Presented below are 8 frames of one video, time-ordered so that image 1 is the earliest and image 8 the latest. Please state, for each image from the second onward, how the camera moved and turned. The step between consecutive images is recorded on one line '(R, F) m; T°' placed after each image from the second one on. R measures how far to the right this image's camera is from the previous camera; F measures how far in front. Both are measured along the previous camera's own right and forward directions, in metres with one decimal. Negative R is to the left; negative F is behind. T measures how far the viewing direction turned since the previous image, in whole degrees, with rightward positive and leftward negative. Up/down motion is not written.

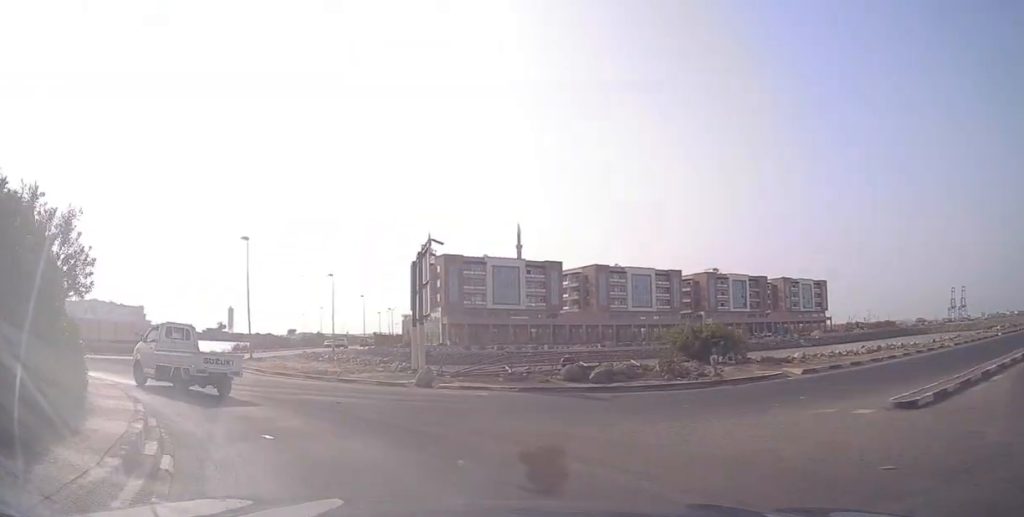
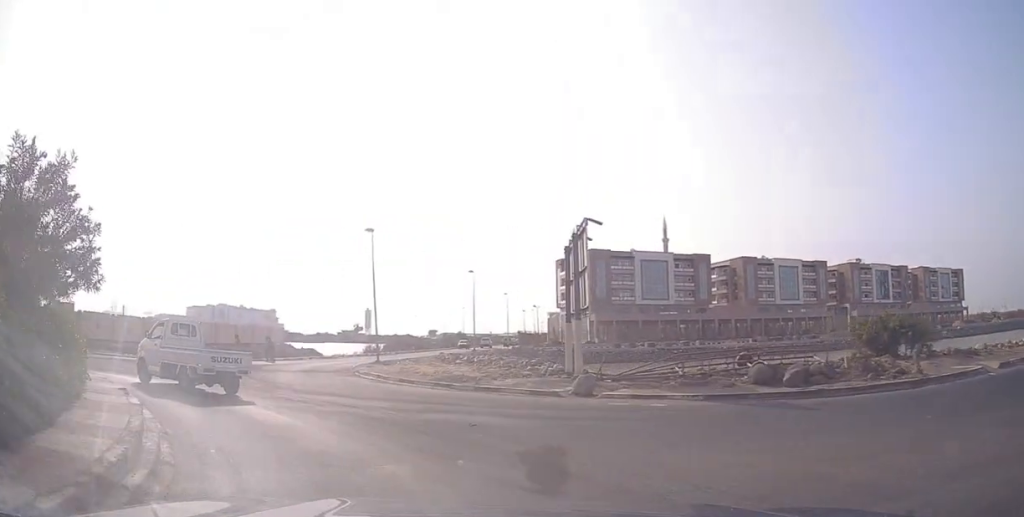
(-0.5, +3.5) m; -15°
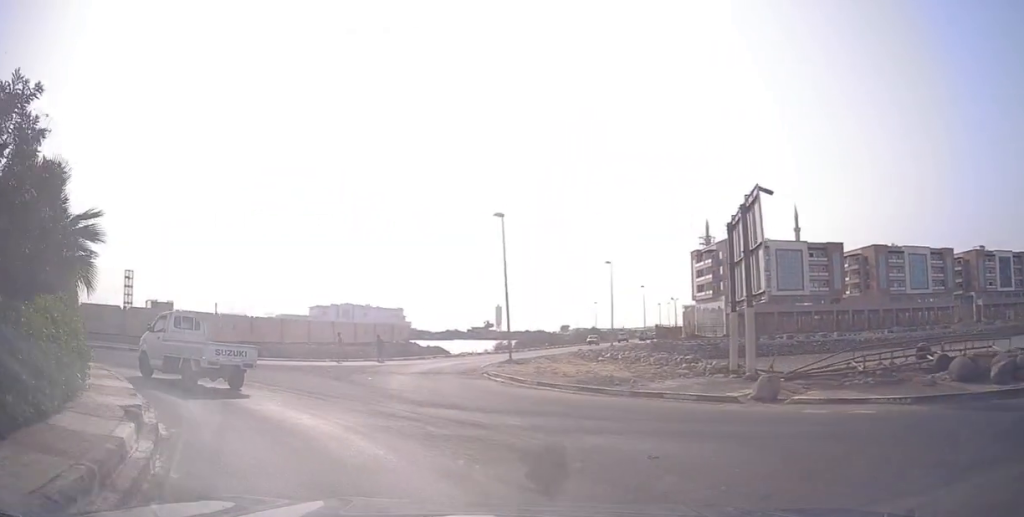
(0.0, +3.3) m; -12°
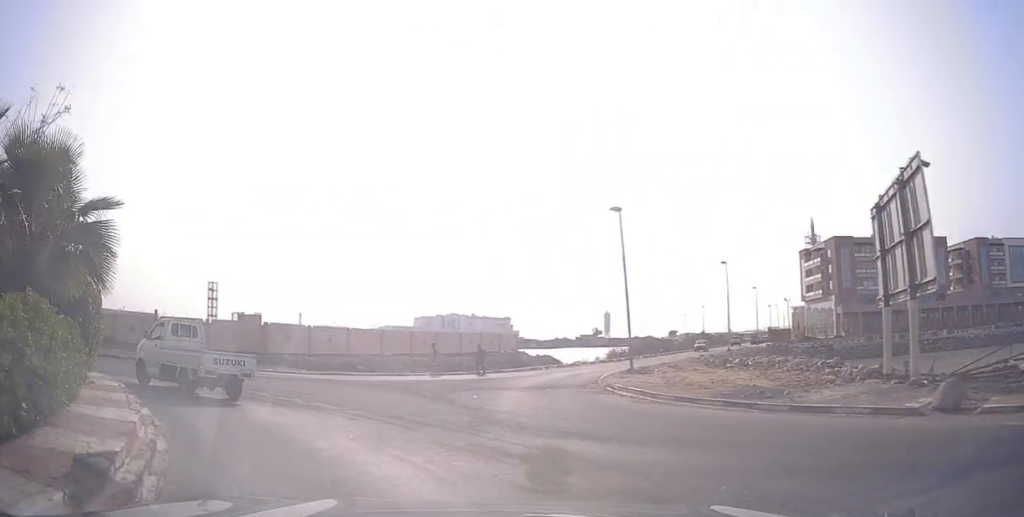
(-0.6, +2.9) m; -10°
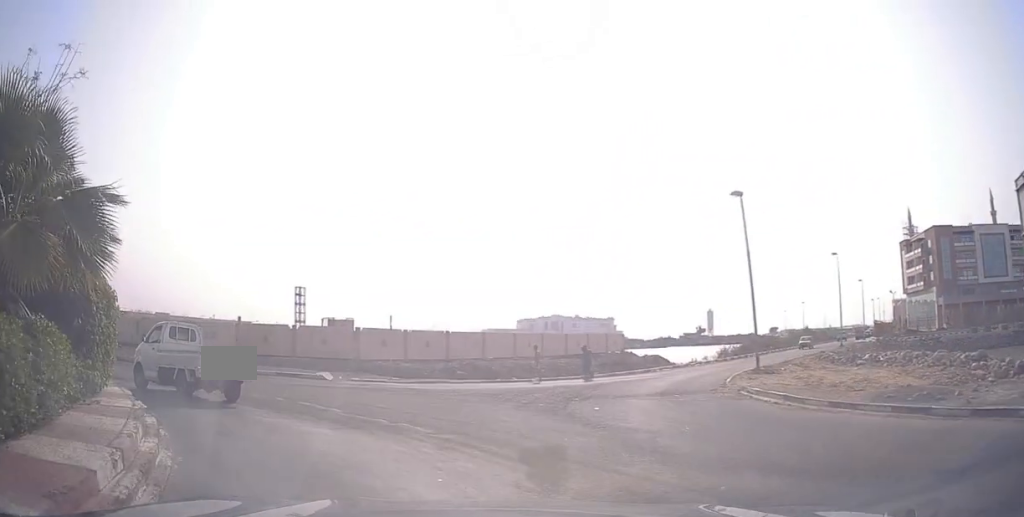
(-0.1, +2.7) m; -9°
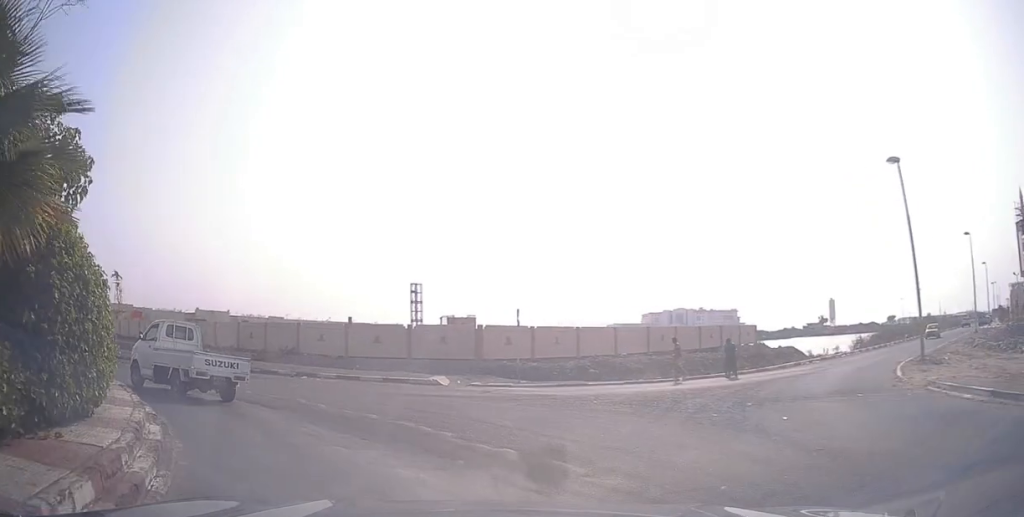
(-0.4, +3.9) m; -11°
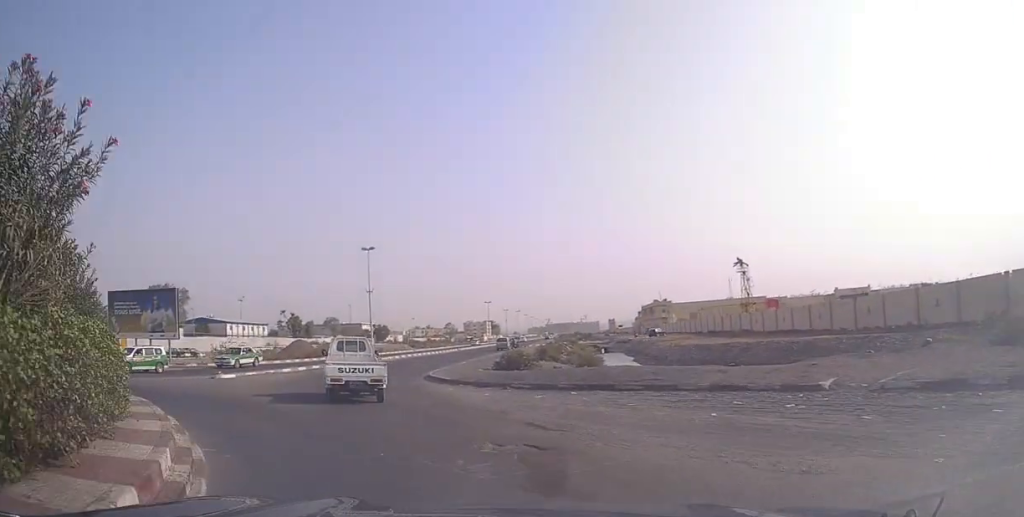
(-10.6, +14.5) m; -64°
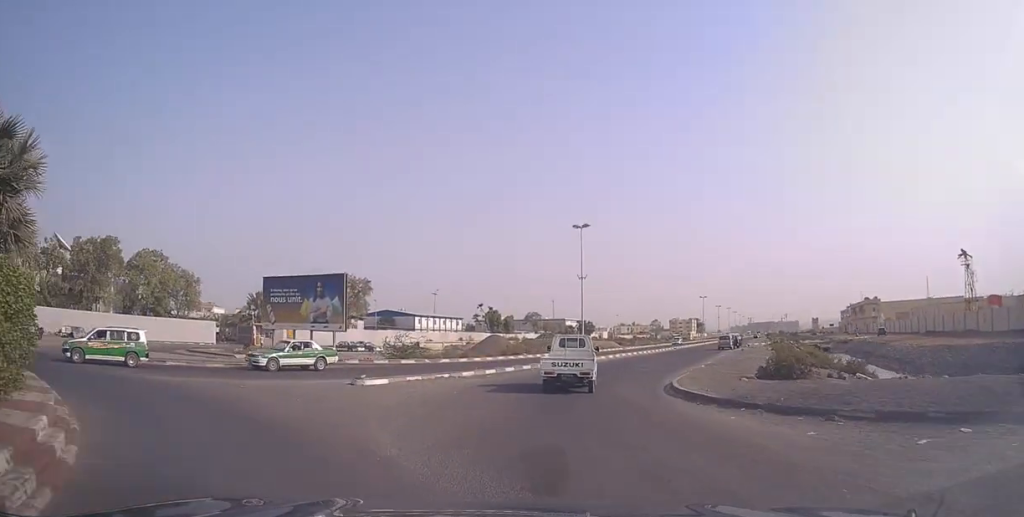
(-1.3, +9.1) m; -12°
